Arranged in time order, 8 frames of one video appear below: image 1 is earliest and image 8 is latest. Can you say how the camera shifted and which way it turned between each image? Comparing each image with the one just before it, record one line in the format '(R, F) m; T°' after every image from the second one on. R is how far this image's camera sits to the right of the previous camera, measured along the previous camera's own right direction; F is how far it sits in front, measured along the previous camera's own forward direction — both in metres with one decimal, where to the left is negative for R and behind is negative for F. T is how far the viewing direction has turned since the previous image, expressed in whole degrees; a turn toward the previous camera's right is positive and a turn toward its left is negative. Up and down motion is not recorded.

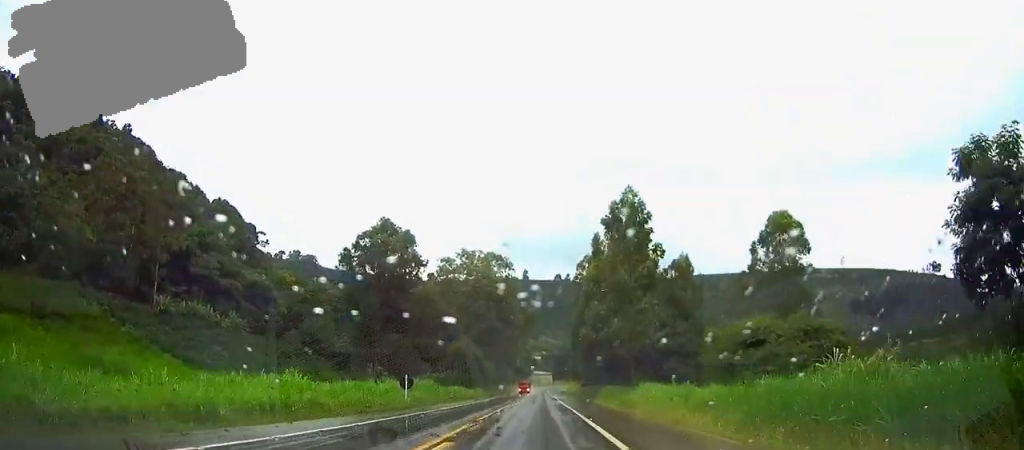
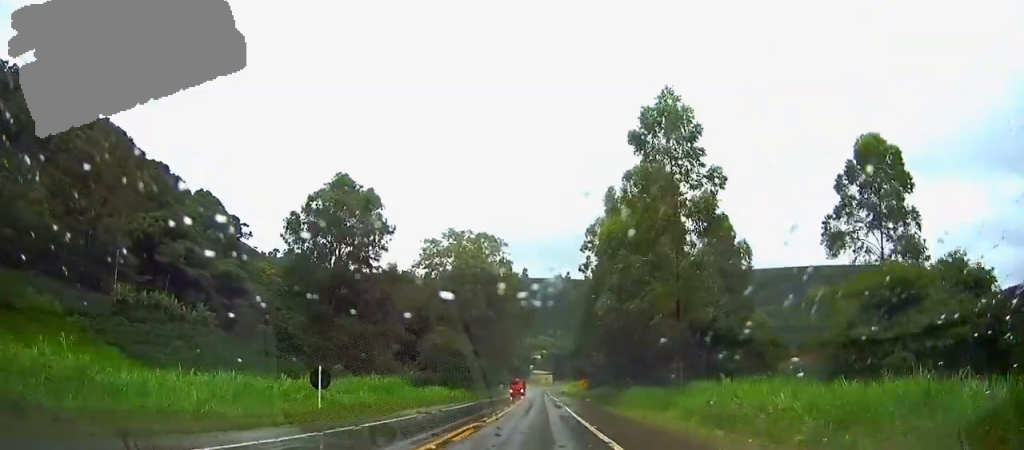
(0.0, +18.9) m; 0°
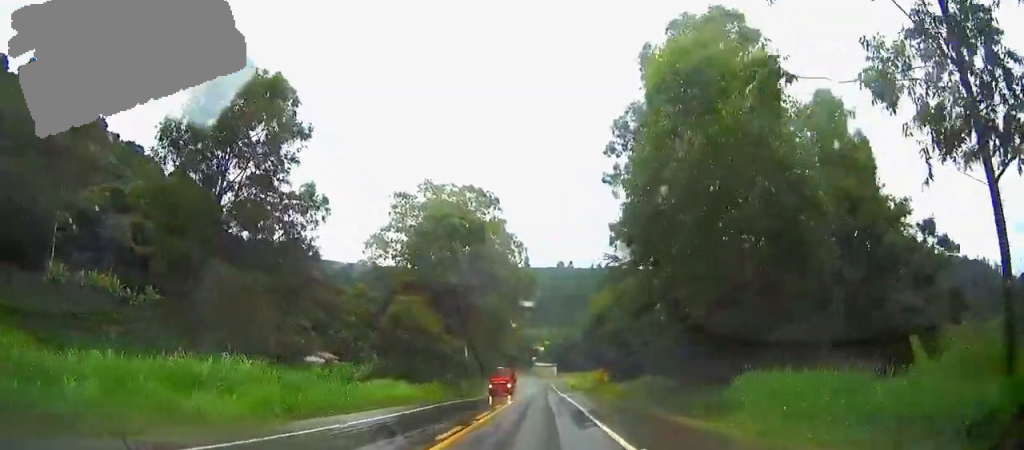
(0.0, +25.8) m; 0°
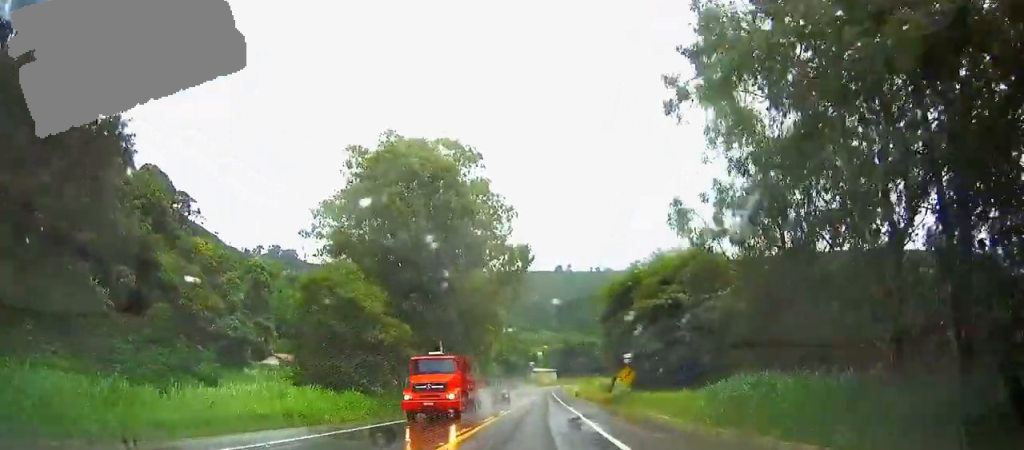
(0.0, +22.3) m; 0°
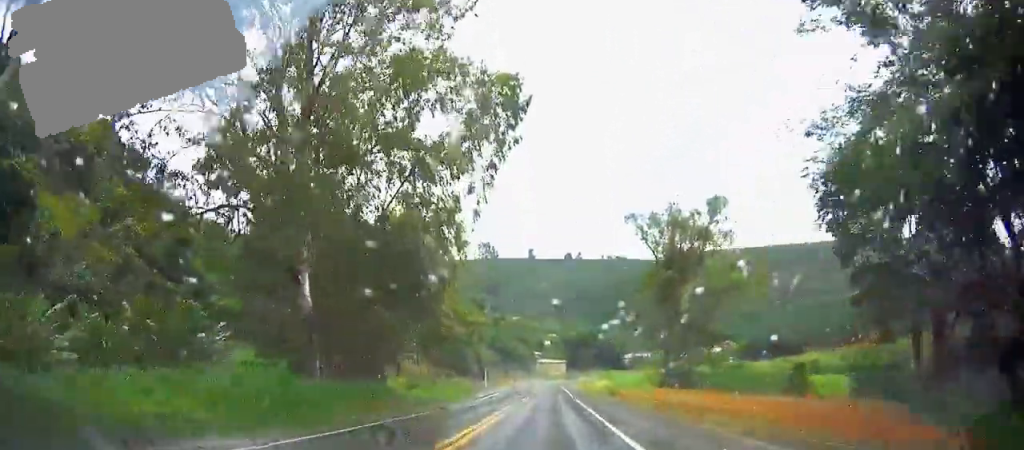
(0.0, +45.4) m; 0°
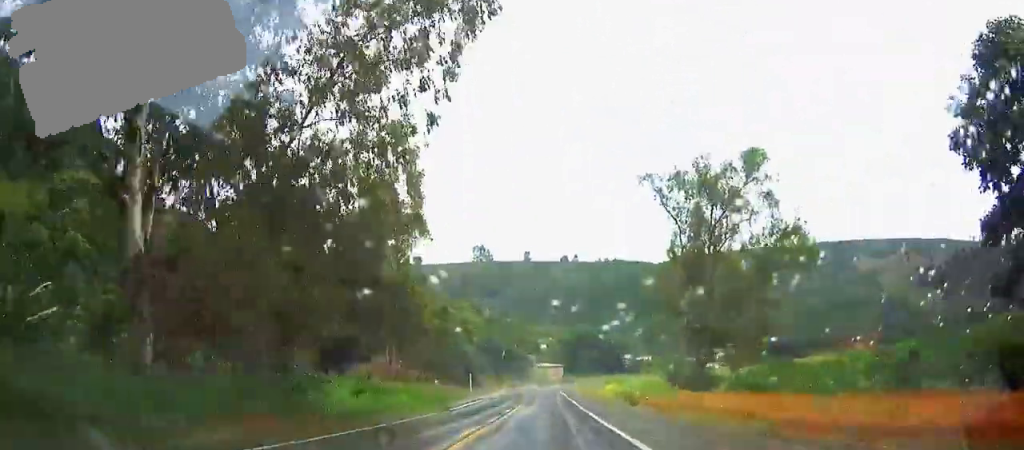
(0.0, +14.3) m; 0°
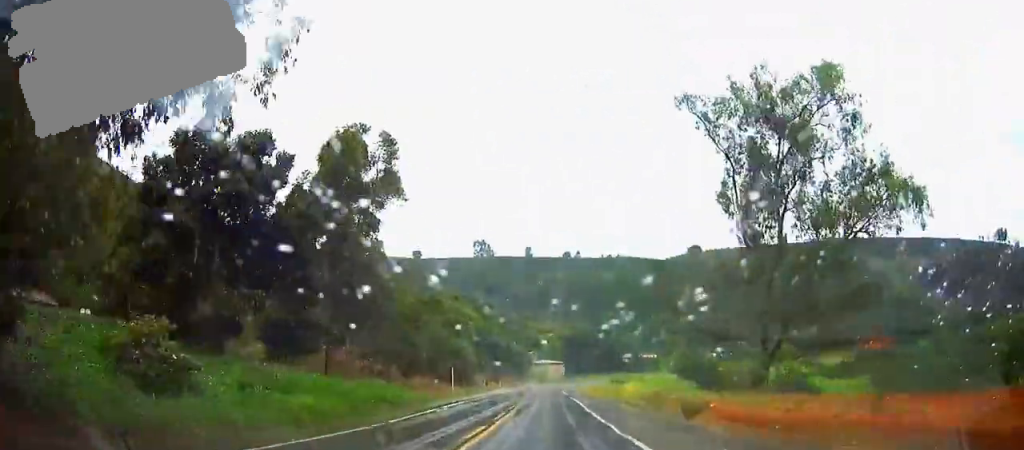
(0.0, +15.9) m; 0°
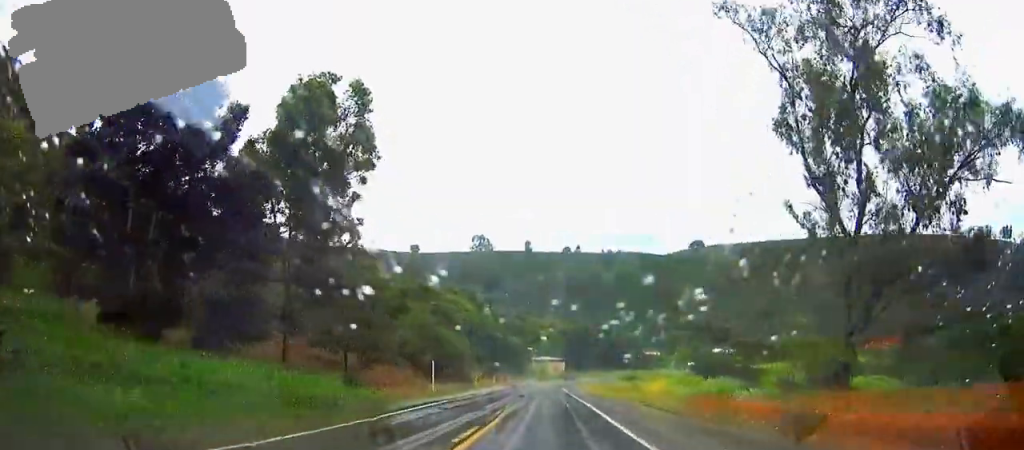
(0.0, +10.7) m; 0°
